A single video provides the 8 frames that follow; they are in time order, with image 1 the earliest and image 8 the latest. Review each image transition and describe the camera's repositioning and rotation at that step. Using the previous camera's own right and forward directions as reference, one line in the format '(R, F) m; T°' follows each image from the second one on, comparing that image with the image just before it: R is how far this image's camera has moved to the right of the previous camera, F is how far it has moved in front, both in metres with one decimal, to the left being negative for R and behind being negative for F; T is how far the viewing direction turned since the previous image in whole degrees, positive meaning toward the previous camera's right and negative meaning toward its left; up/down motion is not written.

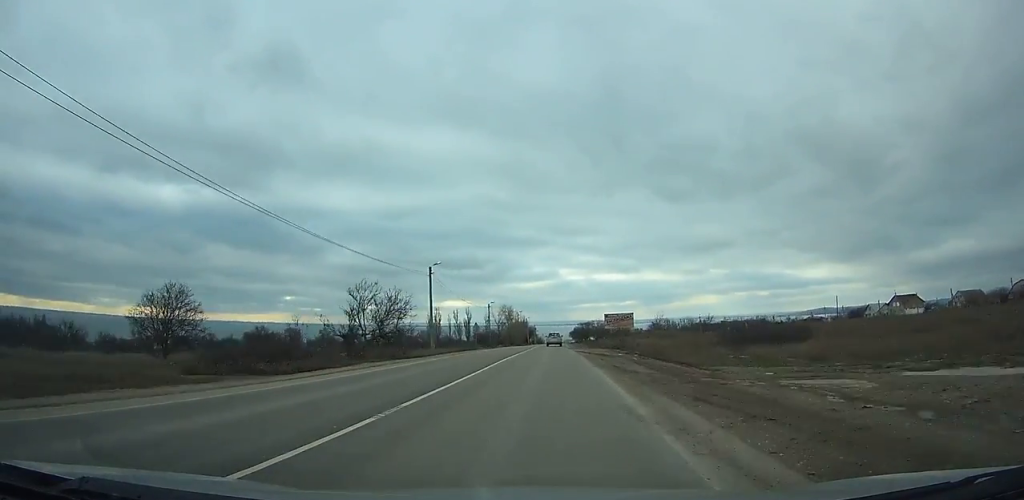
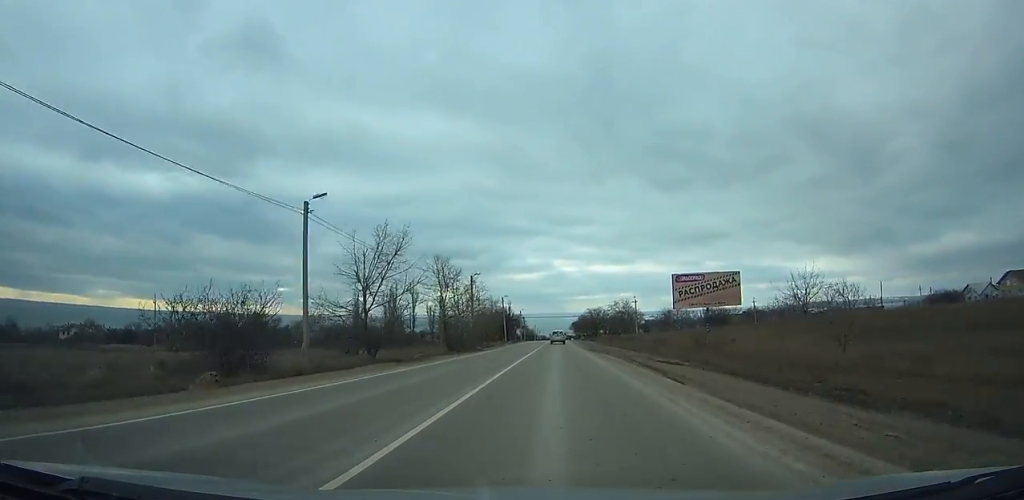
(+0.8, +73.4) m; +1°
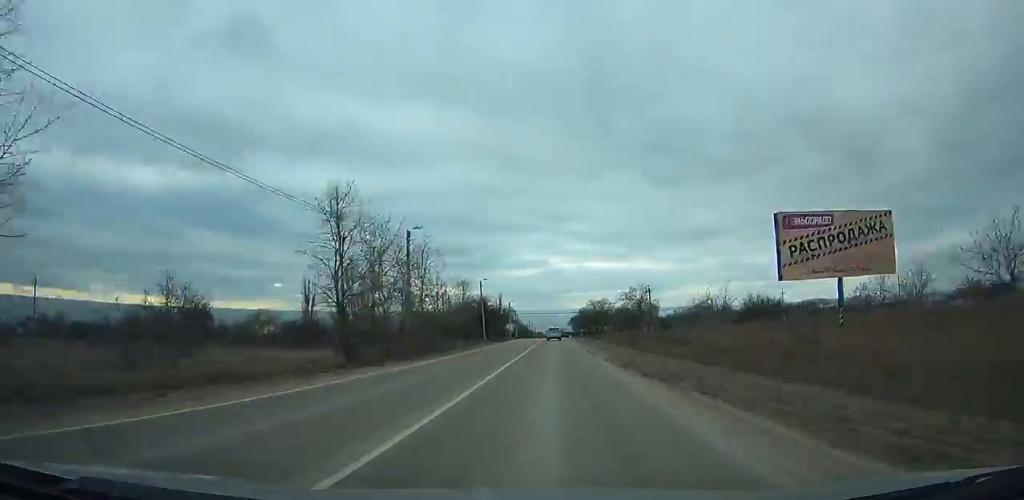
(+0.1, +25.6) m; 0°
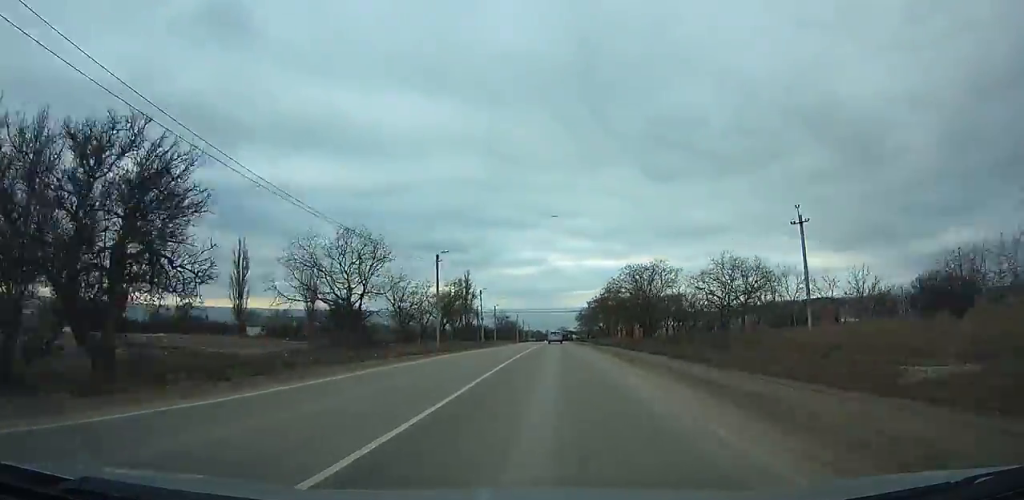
(+0.4, +72.8) m; 0°
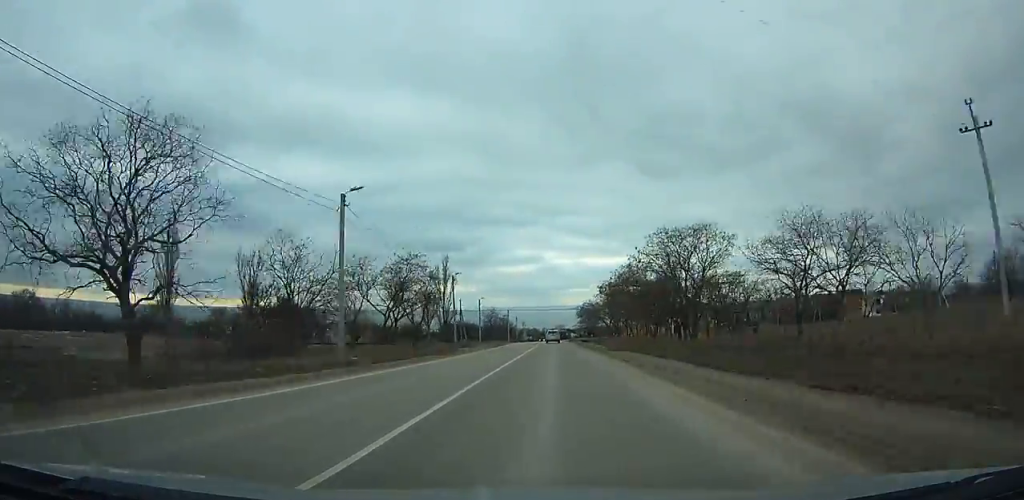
(0.0, +21.1) m; 0°
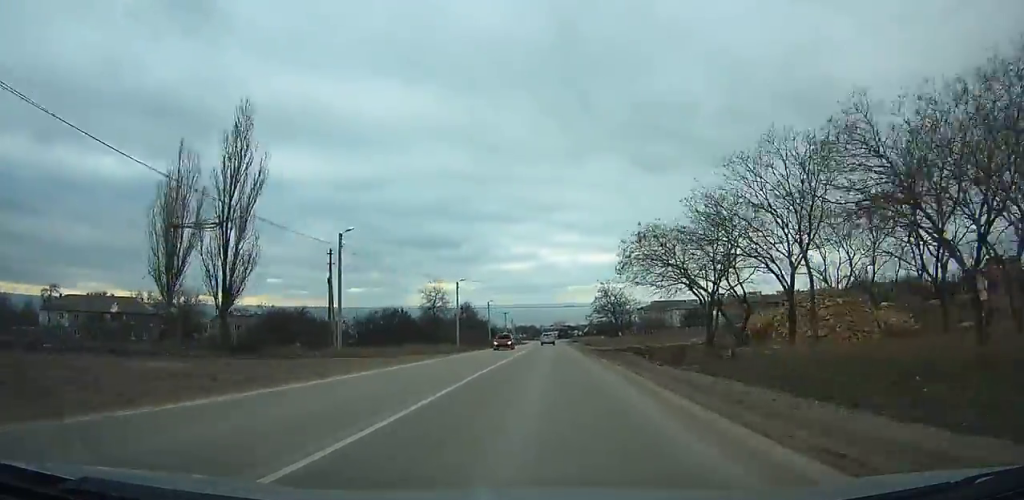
(-0.3, +68.1) m; 0°
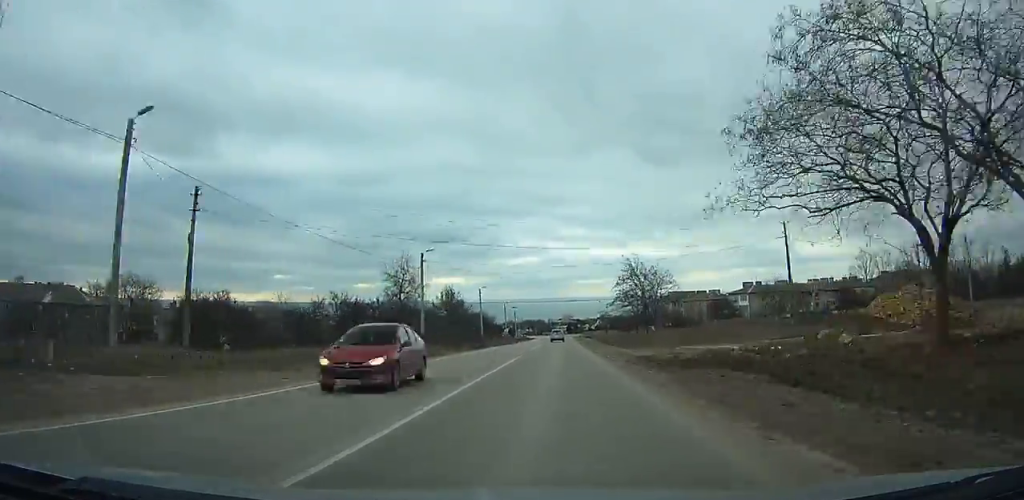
(0.0, +21.5) m; 0°
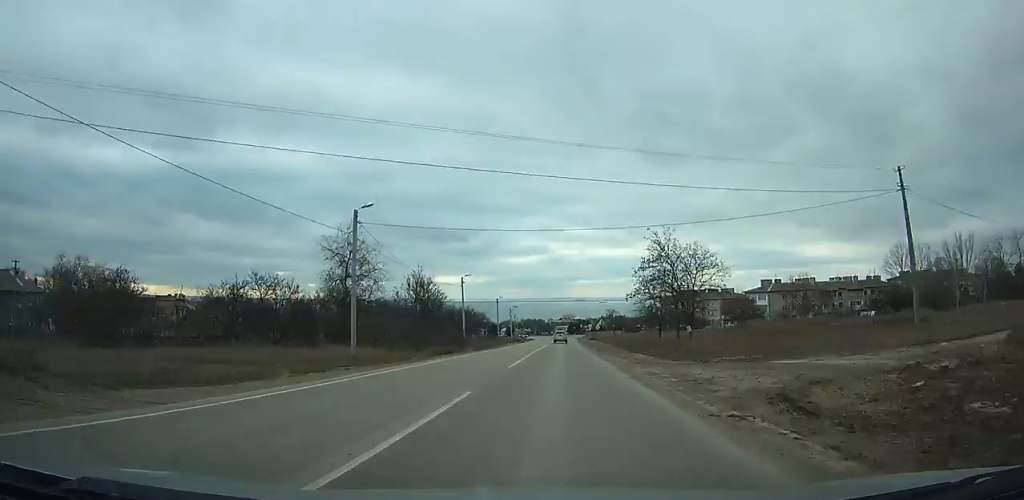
(0.0, +16.1) m; 0°
